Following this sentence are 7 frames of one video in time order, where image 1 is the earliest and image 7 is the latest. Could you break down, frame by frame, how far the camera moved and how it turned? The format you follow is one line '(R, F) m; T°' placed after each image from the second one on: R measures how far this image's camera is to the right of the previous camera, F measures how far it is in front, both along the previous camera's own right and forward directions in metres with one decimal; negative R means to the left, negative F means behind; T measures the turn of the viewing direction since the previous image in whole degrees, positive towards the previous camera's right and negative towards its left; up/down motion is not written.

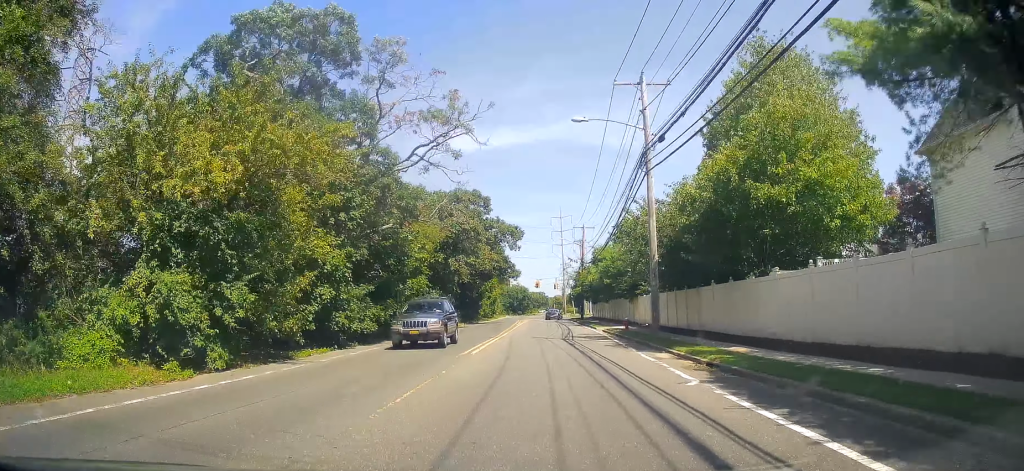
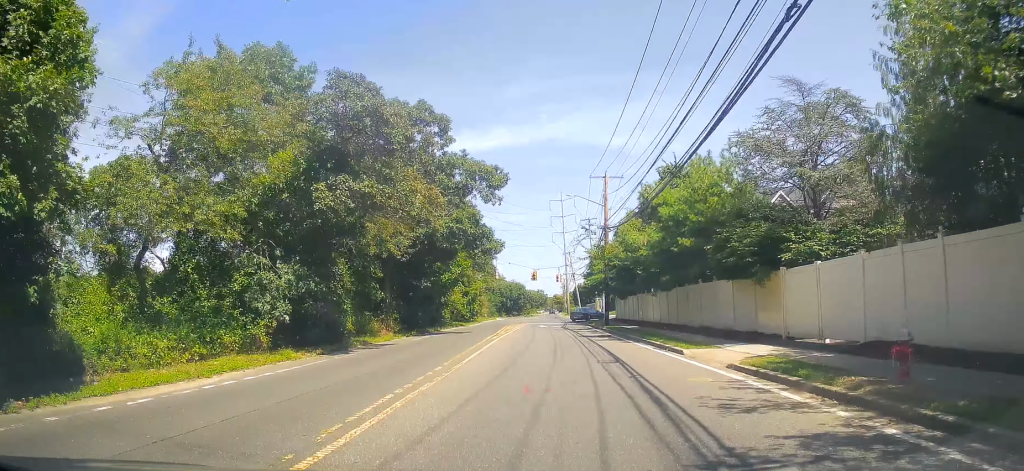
(-0.2, +27.2) m; +1°
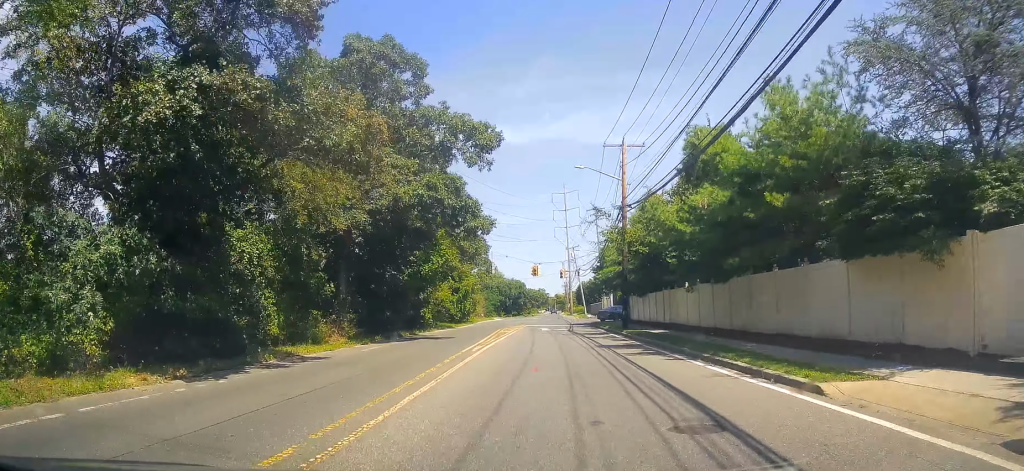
(+0.2, +8.9) m; 0°
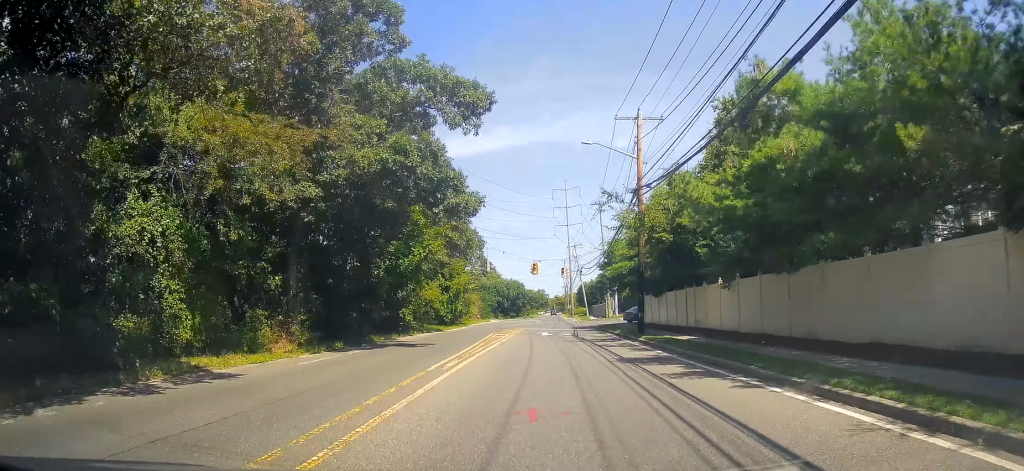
(+0.2, +6.0) m; 0°
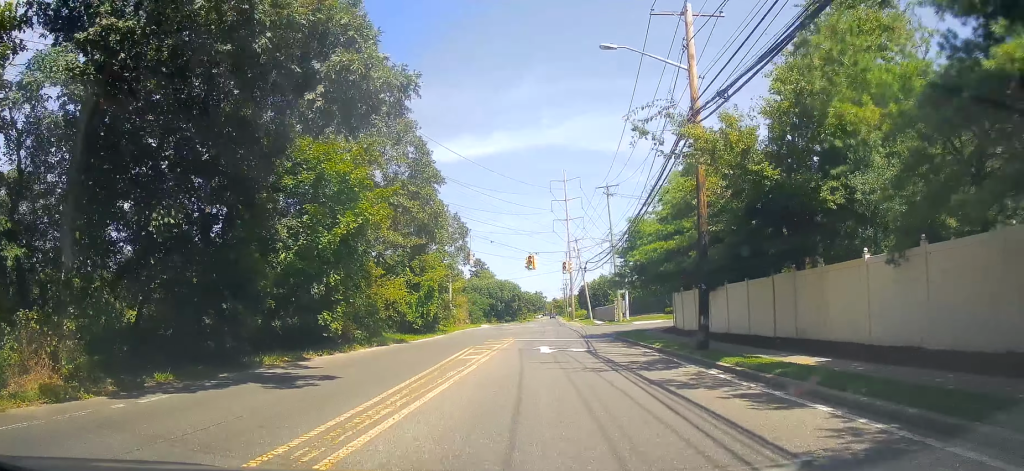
(-0.5, +12.5) m; +1°
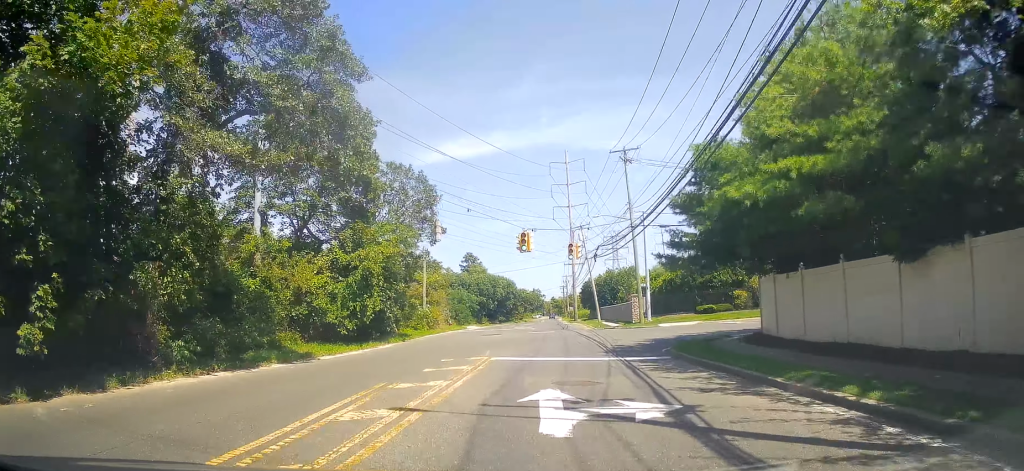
(+0.4, +14.1) m; -1°
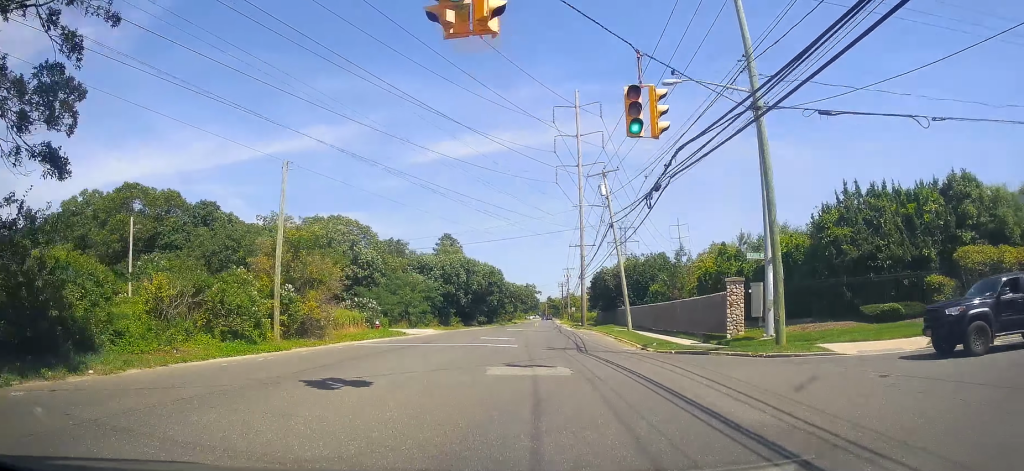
(-0.4, +26.0) m; +2°
